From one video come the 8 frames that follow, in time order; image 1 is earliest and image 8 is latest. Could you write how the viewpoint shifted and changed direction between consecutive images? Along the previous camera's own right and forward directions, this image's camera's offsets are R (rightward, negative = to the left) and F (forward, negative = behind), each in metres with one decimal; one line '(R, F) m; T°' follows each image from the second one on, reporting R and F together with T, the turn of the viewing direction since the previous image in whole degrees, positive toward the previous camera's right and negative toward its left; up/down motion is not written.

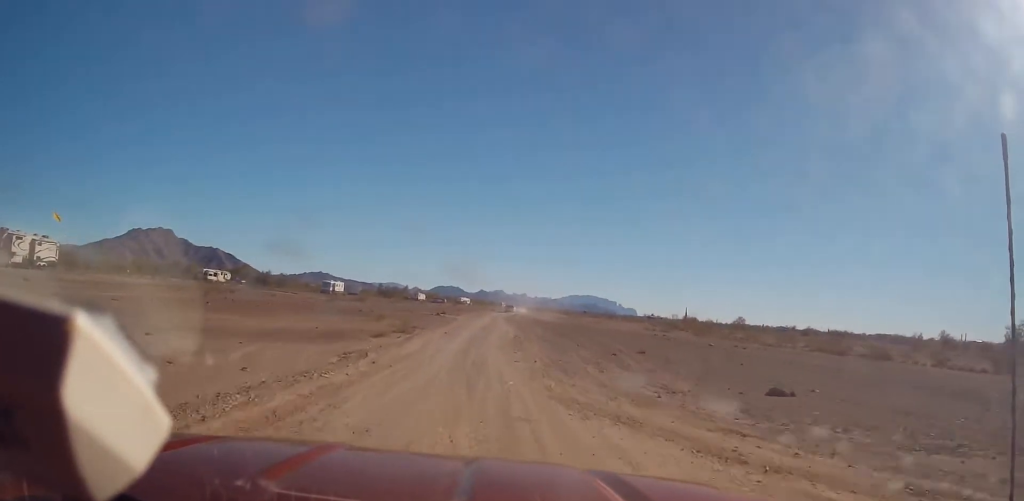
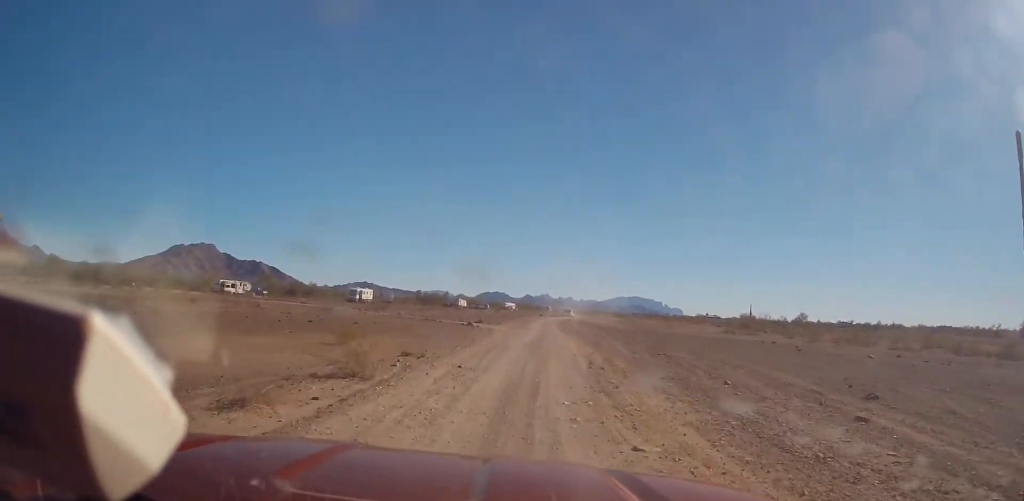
(-0.2, +18.3) m; 0°
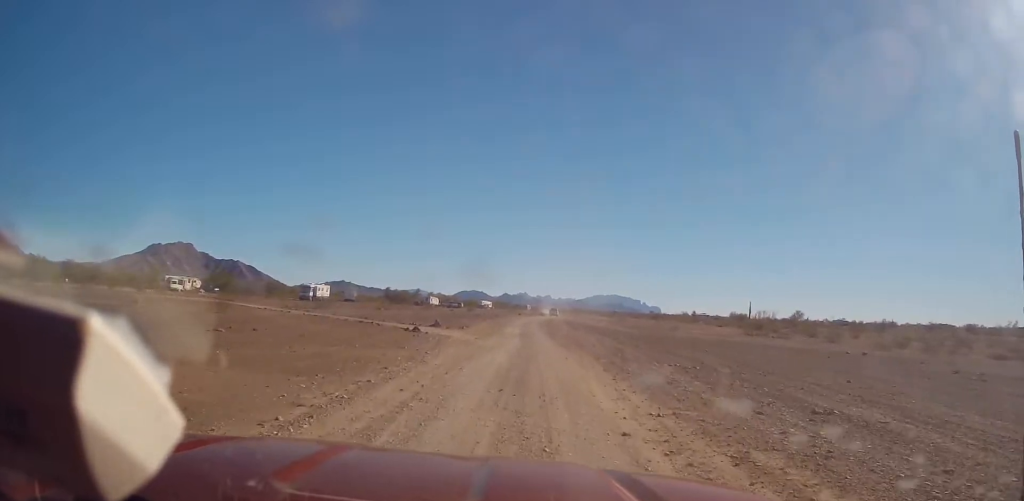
(0.0, +17.7) m; +1°
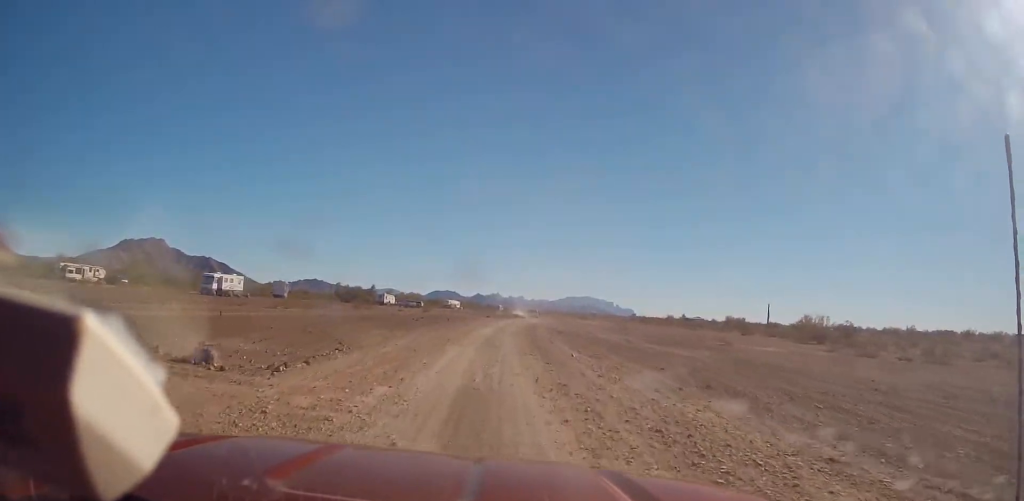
(+0.5, +31.1) m; 0°
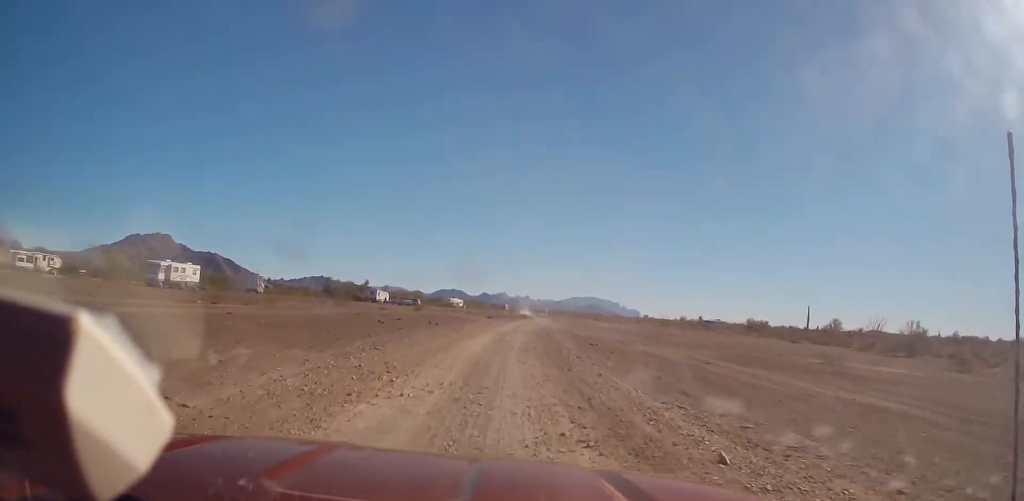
(-0.5, +17.2) m; 0°
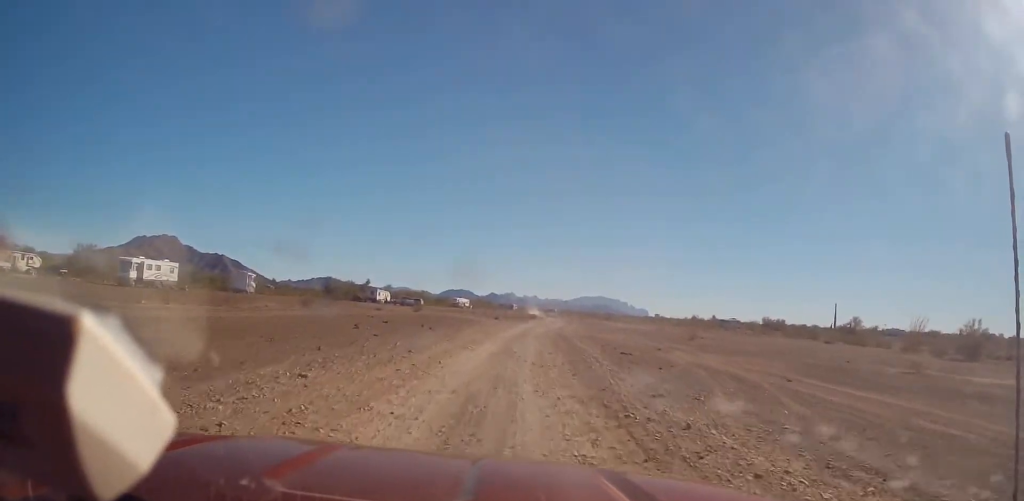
(+0.3, +8.1) m; 0°
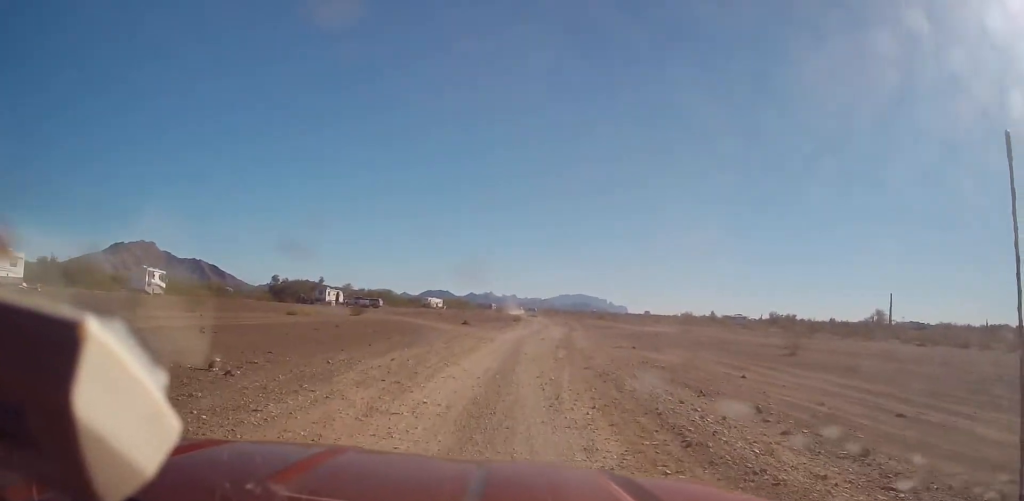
(-0.2, +25.0) m; +2°
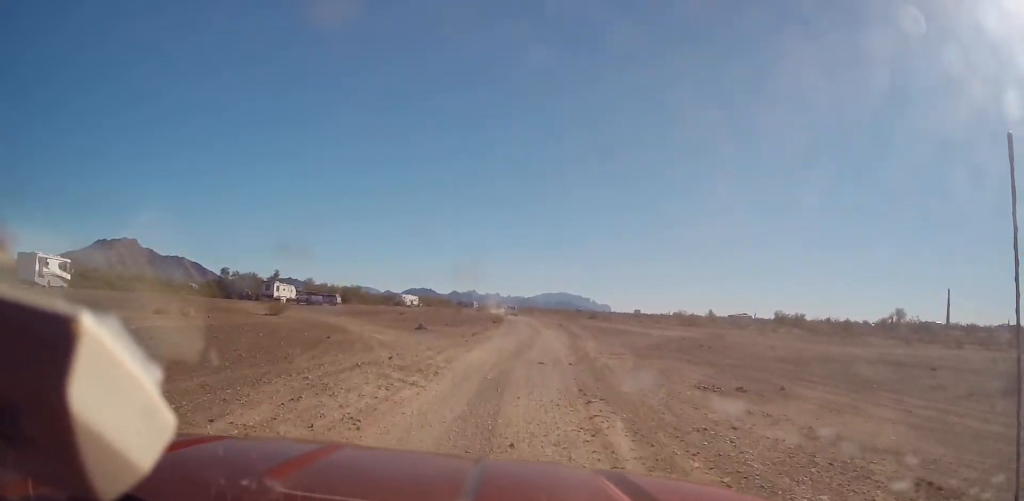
(+1.1, +18.6) m; +2°
